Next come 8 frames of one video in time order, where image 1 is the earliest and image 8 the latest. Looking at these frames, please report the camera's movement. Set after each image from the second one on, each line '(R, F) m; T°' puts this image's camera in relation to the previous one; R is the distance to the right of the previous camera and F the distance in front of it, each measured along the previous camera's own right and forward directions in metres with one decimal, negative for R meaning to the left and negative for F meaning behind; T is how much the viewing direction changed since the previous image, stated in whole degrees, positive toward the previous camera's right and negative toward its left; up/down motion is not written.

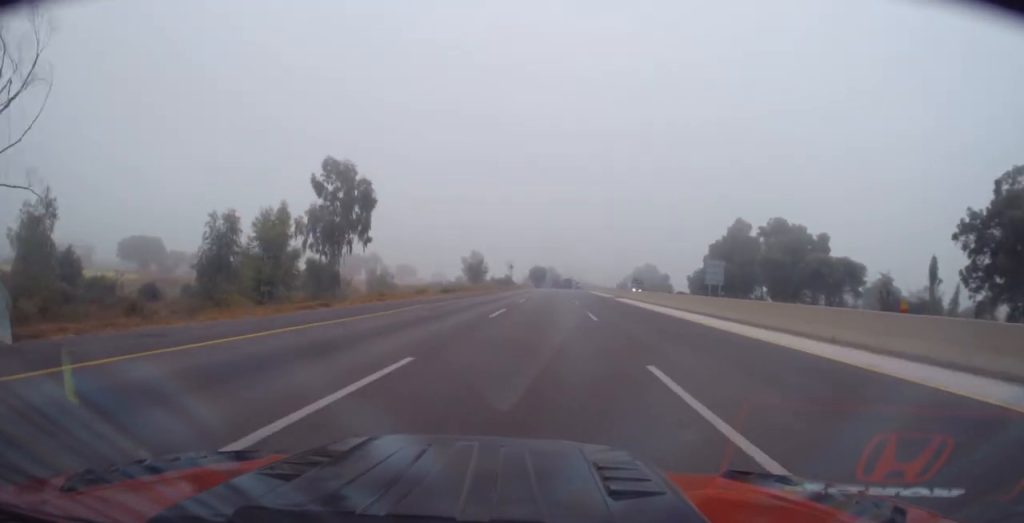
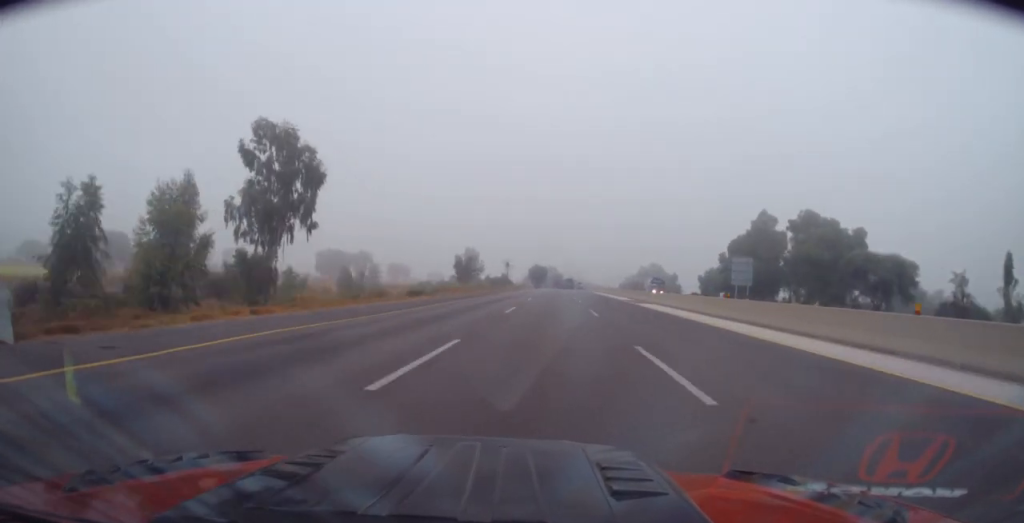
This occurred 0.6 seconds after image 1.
(+0.1, +14.8) m; -1°
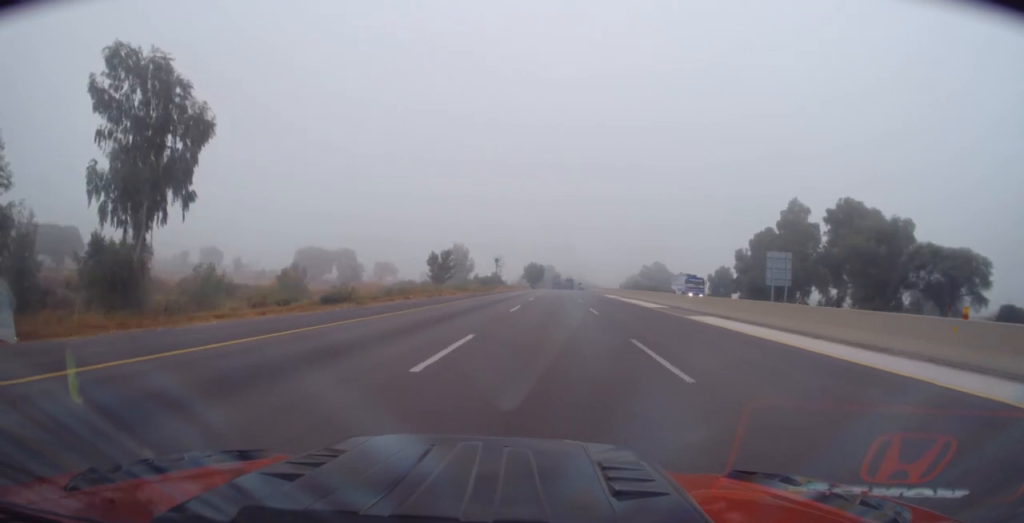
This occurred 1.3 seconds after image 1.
(-0.3, +16.3) m; 0°
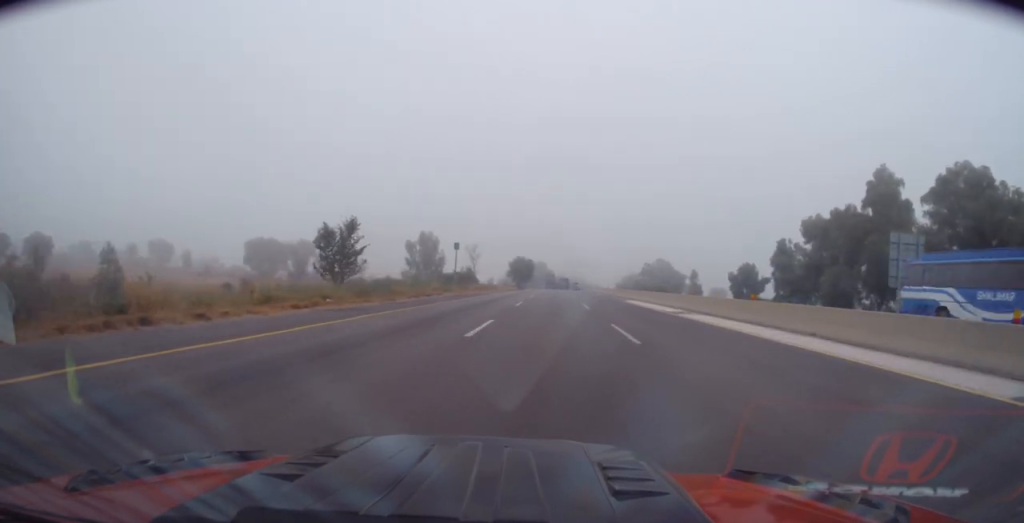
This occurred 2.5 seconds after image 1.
(+0.2, +30.8) m; +1°
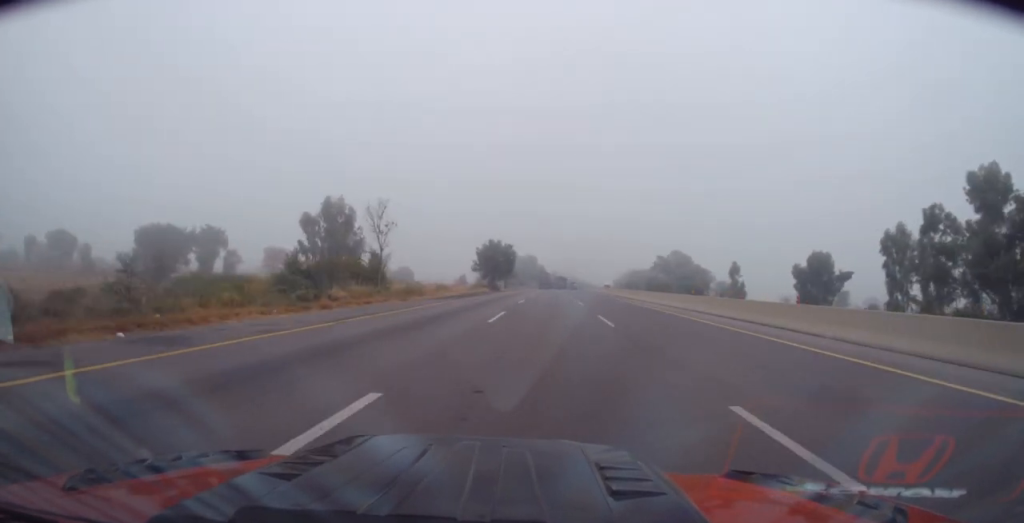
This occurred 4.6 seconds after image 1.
(+0.6, +48.5) m; +1°
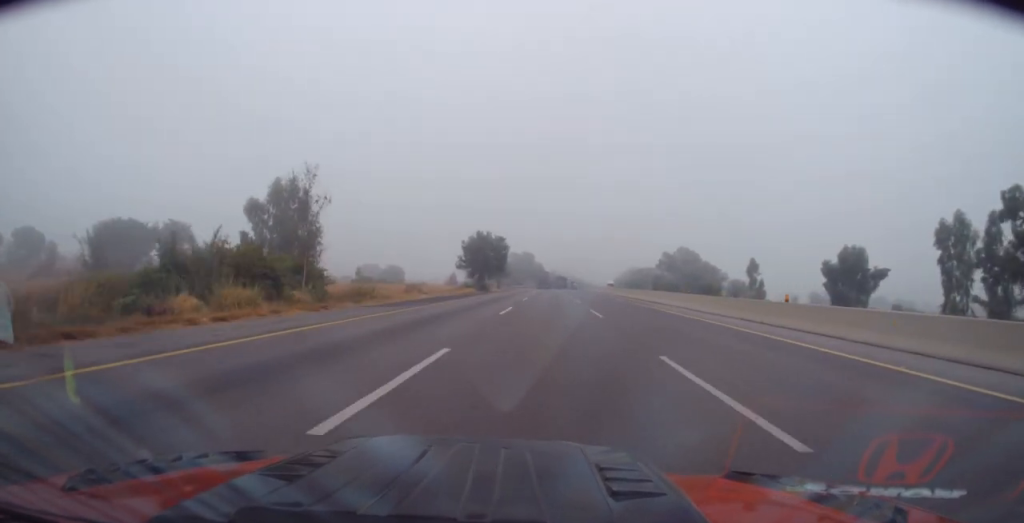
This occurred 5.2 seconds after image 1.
(-0.1, +13.5) m; 0°
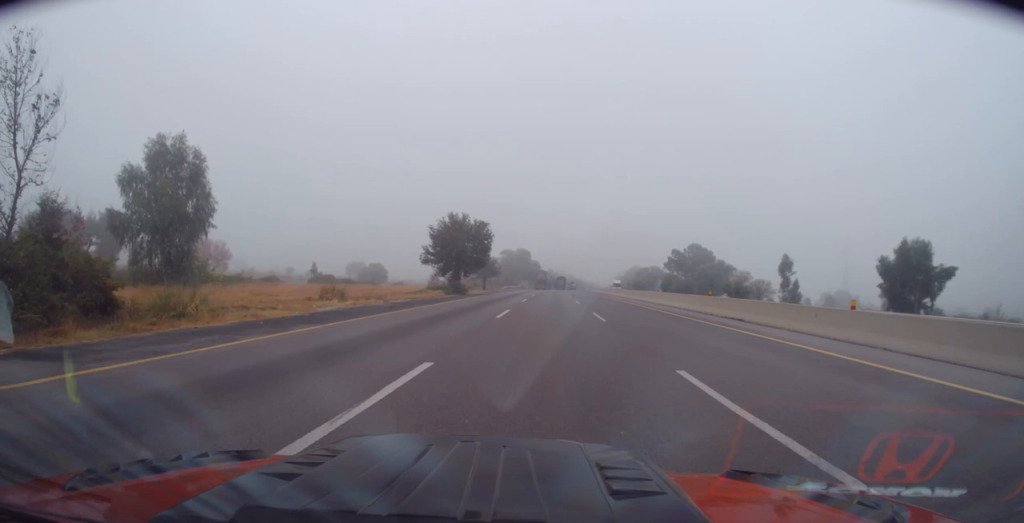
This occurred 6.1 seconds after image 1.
(-0.1, +19.2) m; 0°
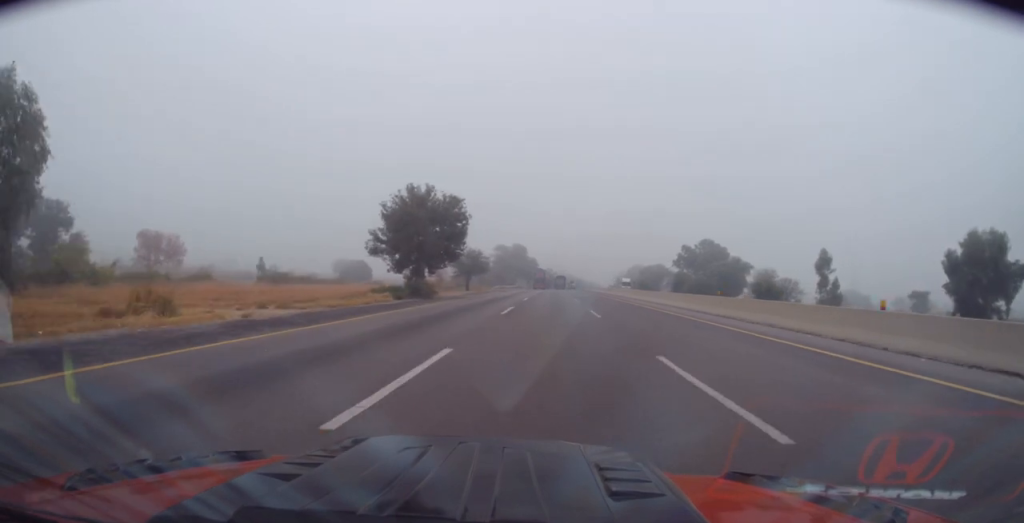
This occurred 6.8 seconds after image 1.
(0.0, +16.0) m; +1°
